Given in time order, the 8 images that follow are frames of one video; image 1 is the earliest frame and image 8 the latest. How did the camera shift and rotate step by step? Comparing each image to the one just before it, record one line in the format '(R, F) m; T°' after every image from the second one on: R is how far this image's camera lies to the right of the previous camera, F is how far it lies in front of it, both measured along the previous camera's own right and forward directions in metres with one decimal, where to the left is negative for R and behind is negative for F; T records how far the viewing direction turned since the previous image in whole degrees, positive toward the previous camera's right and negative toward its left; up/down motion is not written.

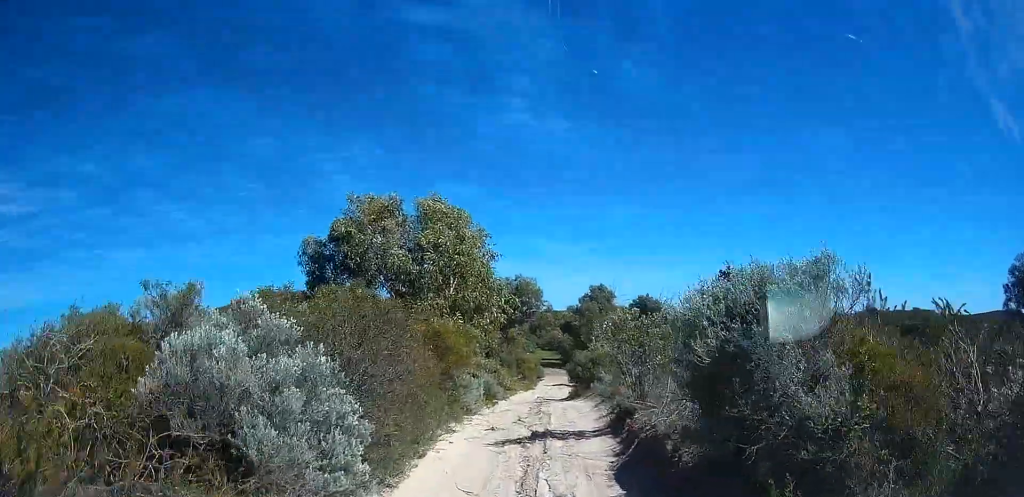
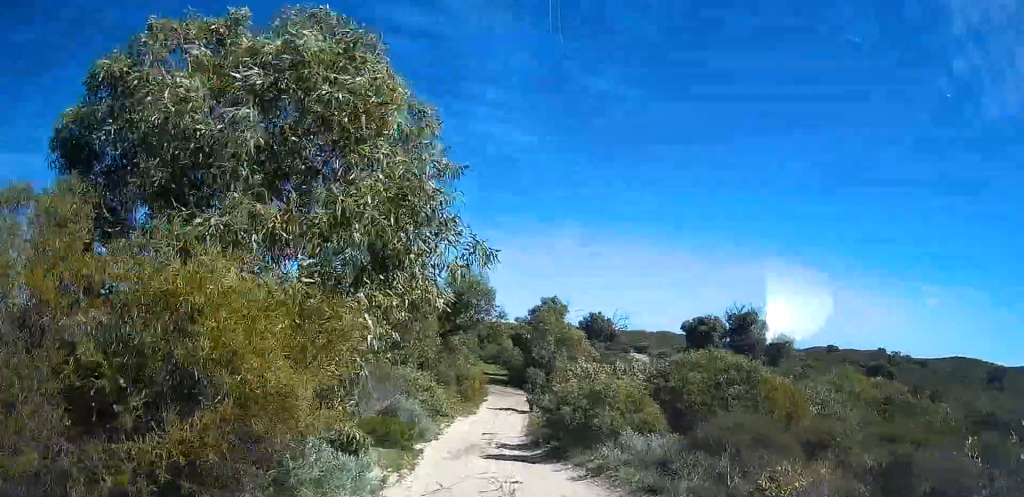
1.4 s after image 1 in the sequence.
(+0.1, +8.0) m; +1°
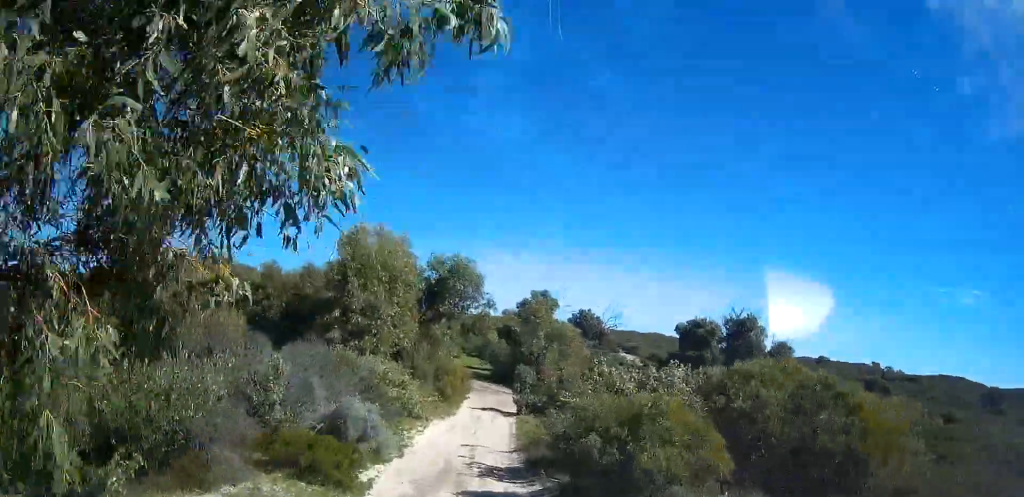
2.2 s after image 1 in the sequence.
(0.0, +5.0) m; 0°
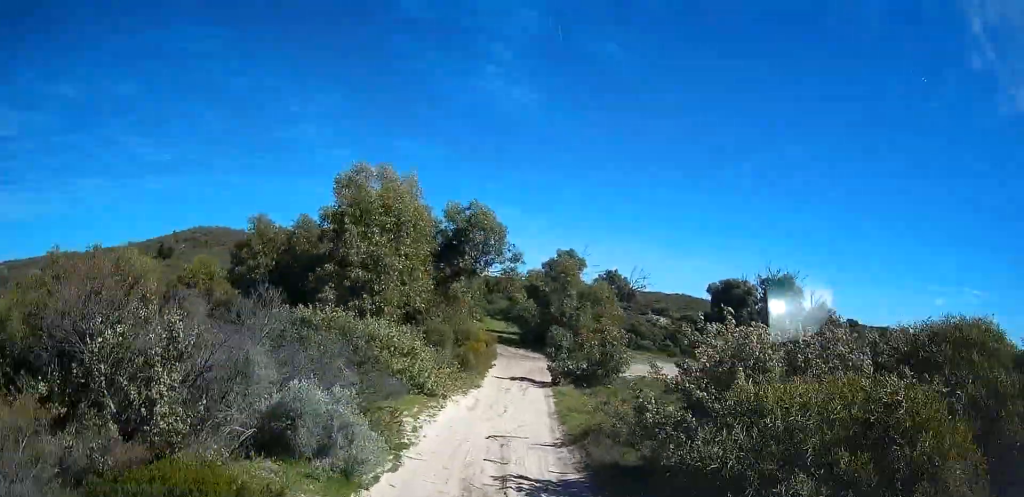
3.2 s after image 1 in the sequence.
(0.0, +5.3) m; +2°
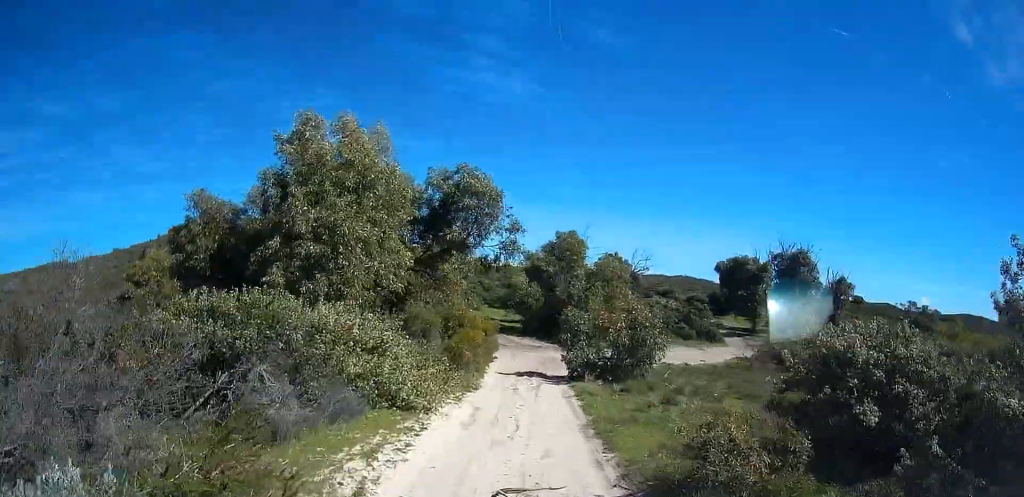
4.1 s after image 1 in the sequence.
(+0.1, +5.3) m; +3°
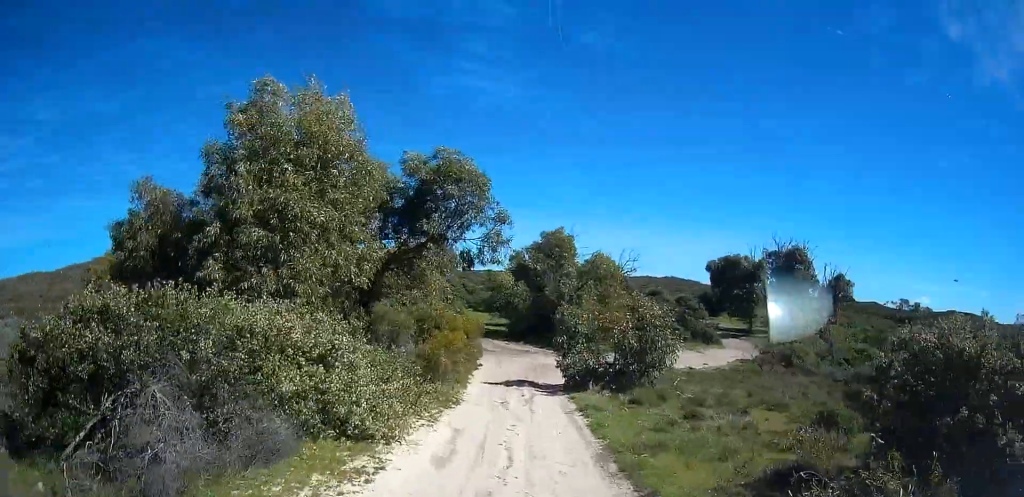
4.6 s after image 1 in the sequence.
(+0.1, +2.0) m; +1°
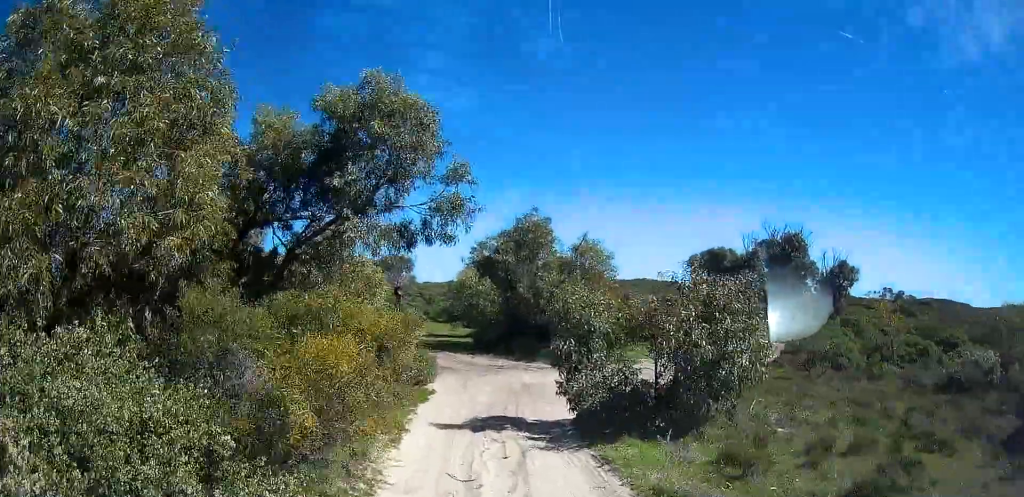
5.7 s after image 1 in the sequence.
(+0.1, +5.3) m; +1°
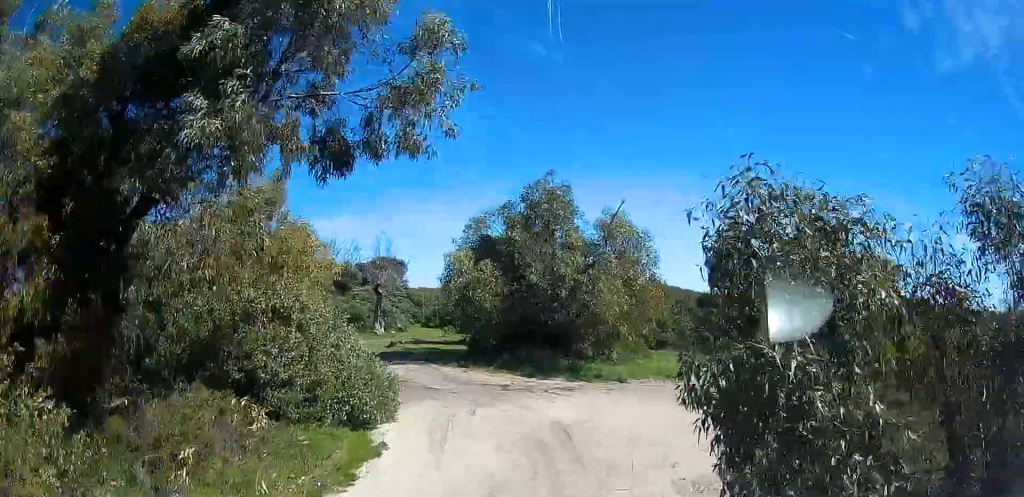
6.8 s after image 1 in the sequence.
(0.0, +6.3) m; -1°
